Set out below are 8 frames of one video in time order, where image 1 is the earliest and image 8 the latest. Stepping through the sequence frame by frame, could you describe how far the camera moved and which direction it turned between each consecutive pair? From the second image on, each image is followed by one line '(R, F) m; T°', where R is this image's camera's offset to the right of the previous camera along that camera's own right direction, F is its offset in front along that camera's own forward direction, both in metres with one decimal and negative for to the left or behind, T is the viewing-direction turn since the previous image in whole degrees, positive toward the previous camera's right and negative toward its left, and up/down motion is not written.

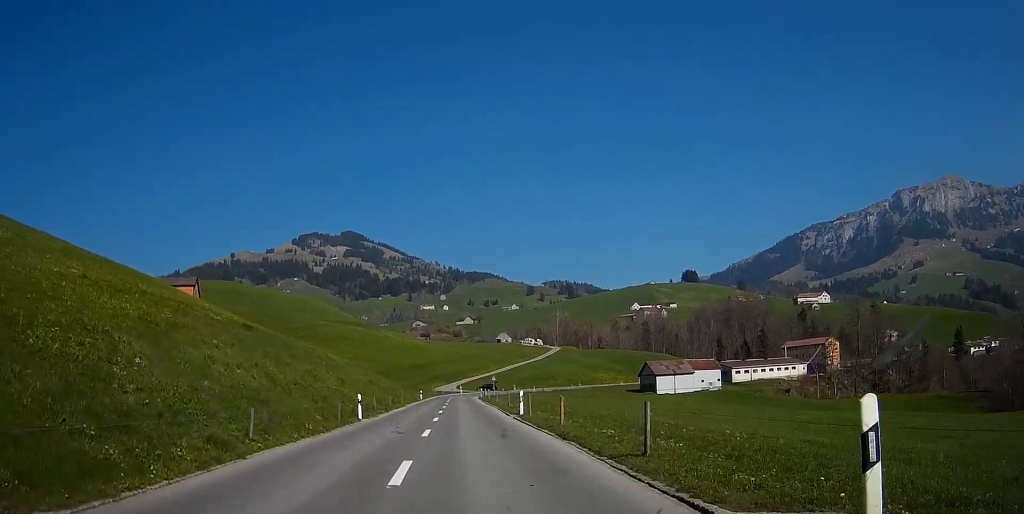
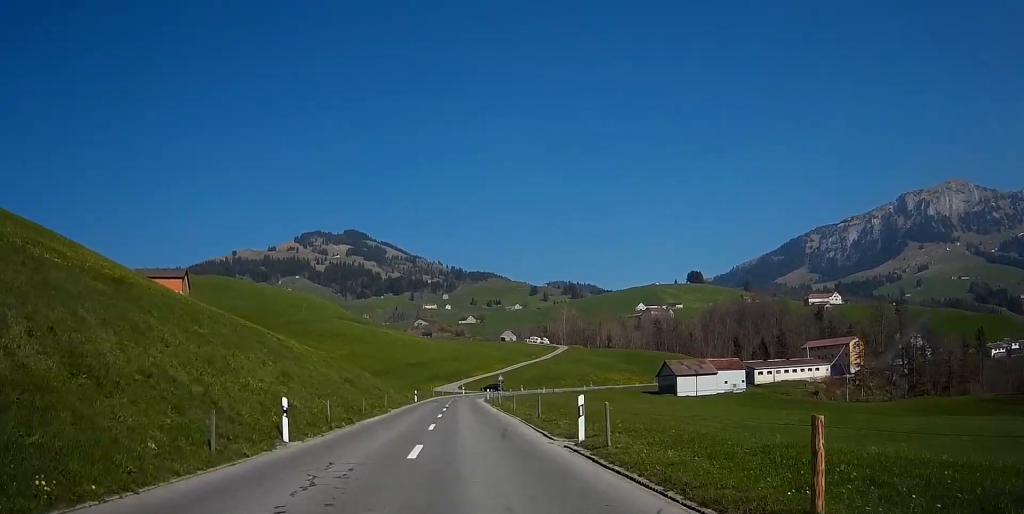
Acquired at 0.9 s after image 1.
(-0.1, +13.7) m; 0°
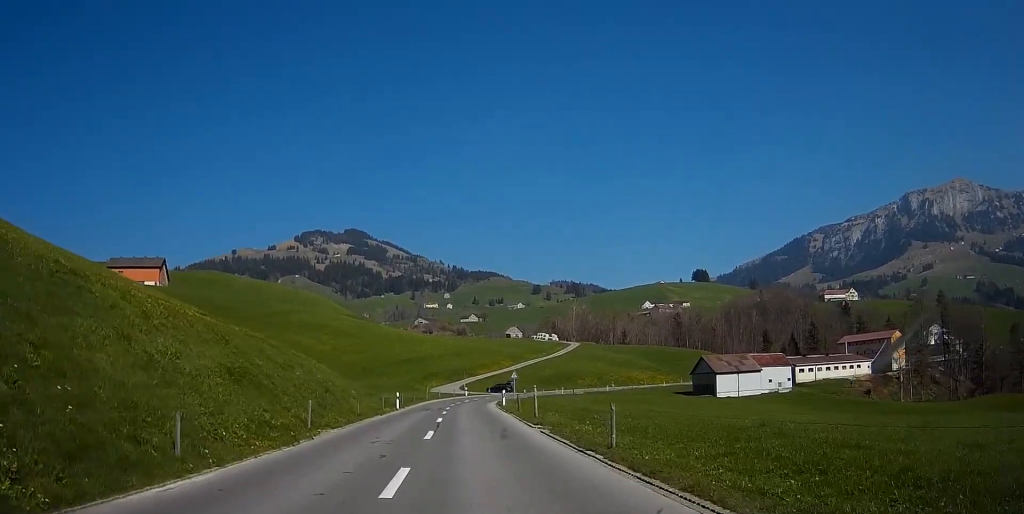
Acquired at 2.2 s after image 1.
(0.0, +22.0) m; +1°
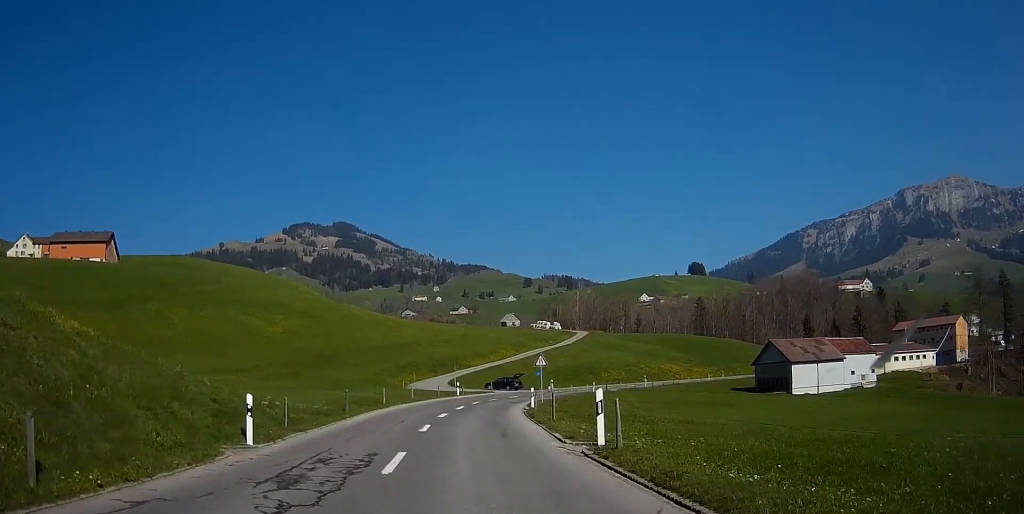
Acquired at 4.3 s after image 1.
(+0.3, +32.8) m; 0°
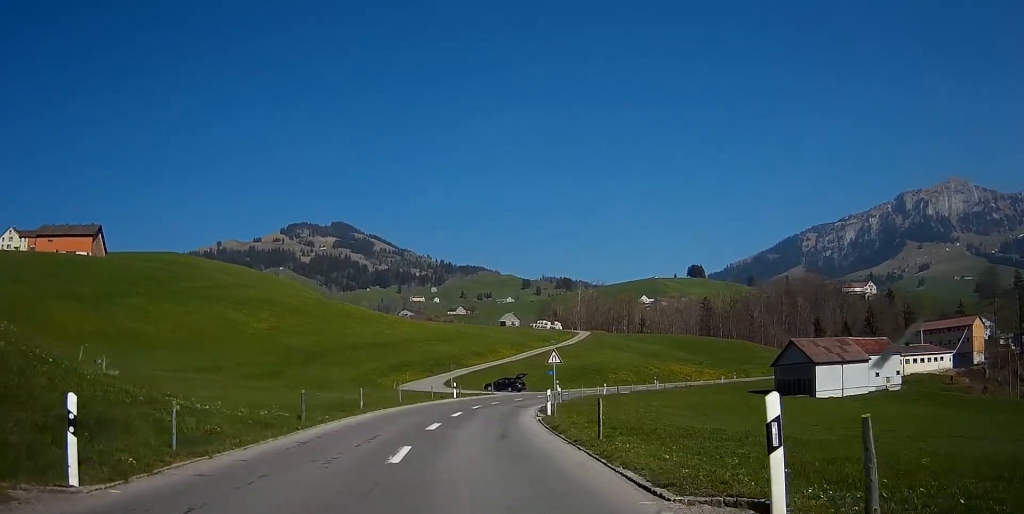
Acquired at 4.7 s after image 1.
(0.0, +7.4) m; +1°
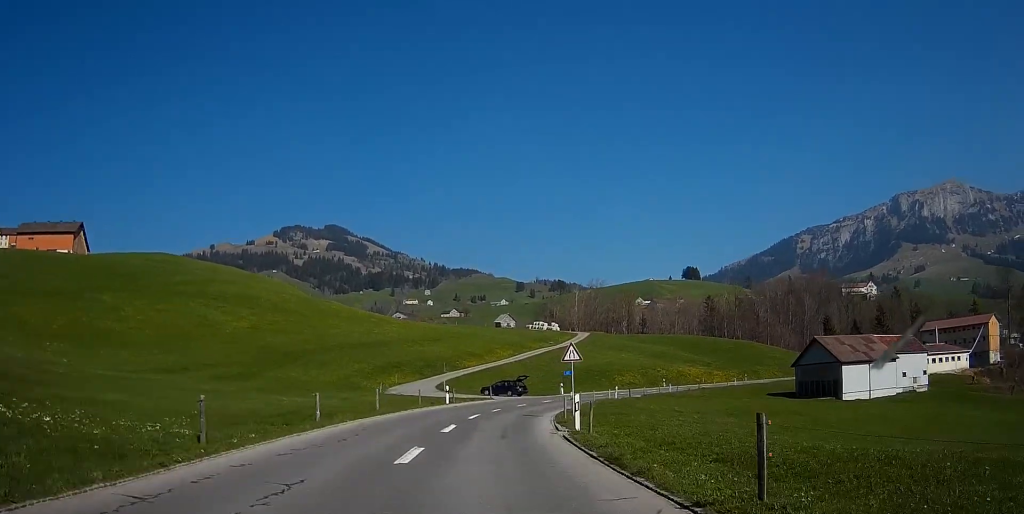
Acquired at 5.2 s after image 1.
(-0.1, +7.9) m; +1°
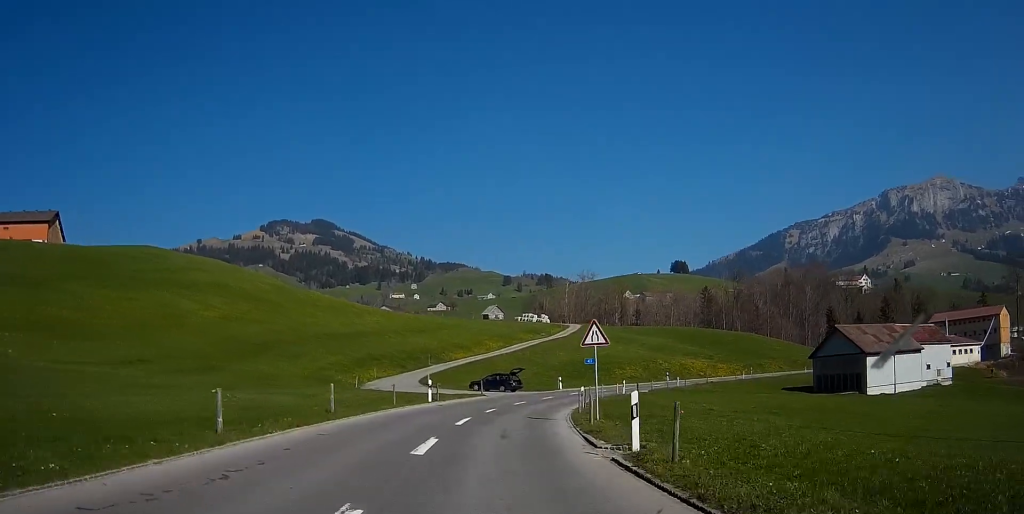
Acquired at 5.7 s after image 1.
(+0.2, +7.8) m; +2°
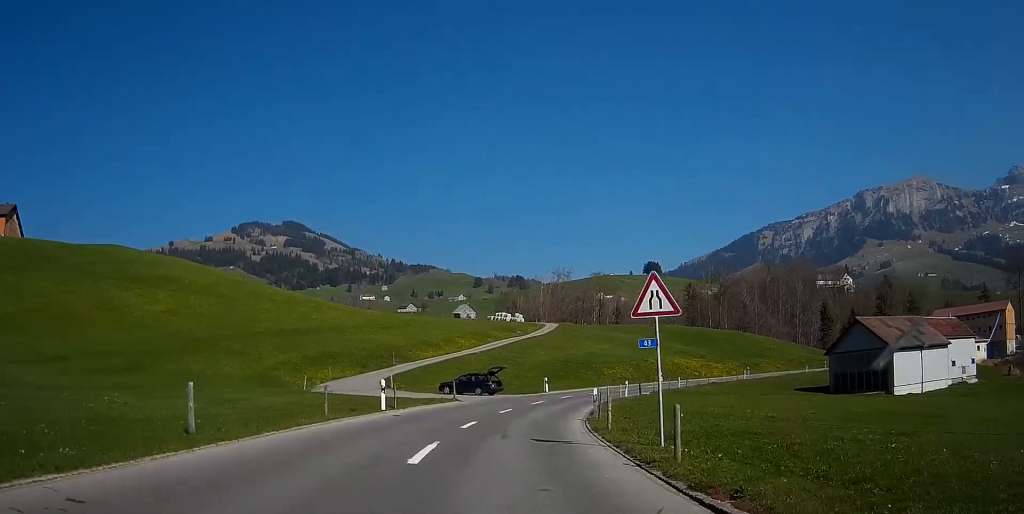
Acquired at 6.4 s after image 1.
(+0.1, +9.8) m; +3°
